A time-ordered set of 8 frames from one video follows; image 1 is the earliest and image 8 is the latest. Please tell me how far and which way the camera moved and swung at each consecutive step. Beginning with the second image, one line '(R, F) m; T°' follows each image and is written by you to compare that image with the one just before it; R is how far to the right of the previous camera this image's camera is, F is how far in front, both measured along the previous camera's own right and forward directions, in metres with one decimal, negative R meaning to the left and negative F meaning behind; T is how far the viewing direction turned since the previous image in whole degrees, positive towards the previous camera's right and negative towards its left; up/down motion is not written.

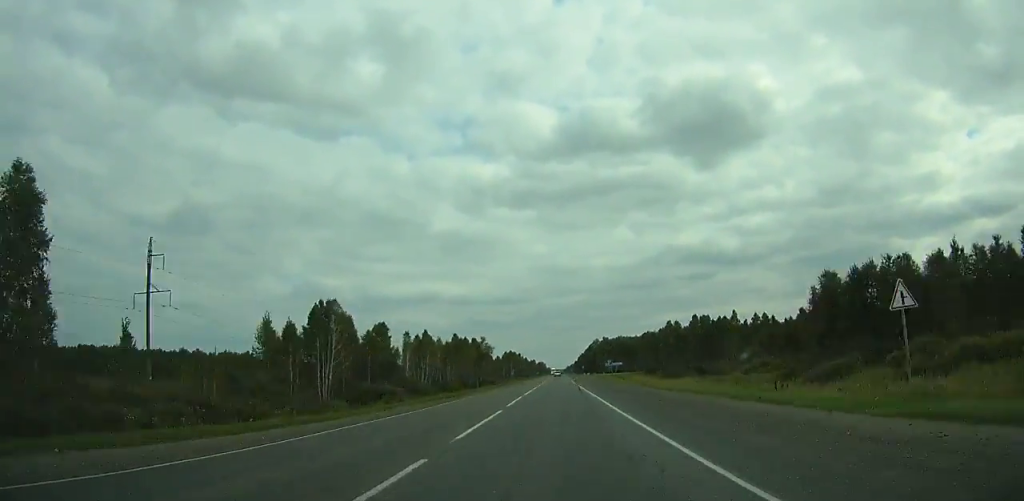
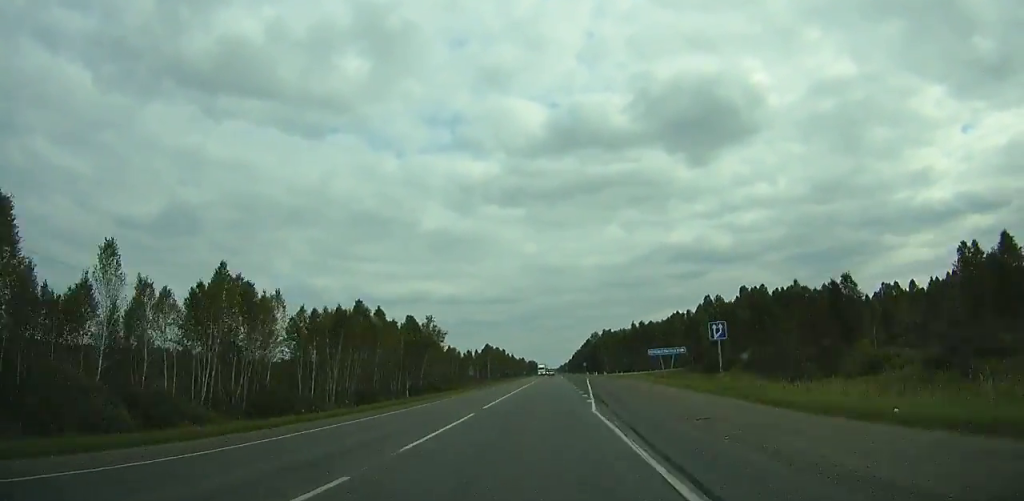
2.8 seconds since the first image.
(+0.2, +61.9) m; 0°
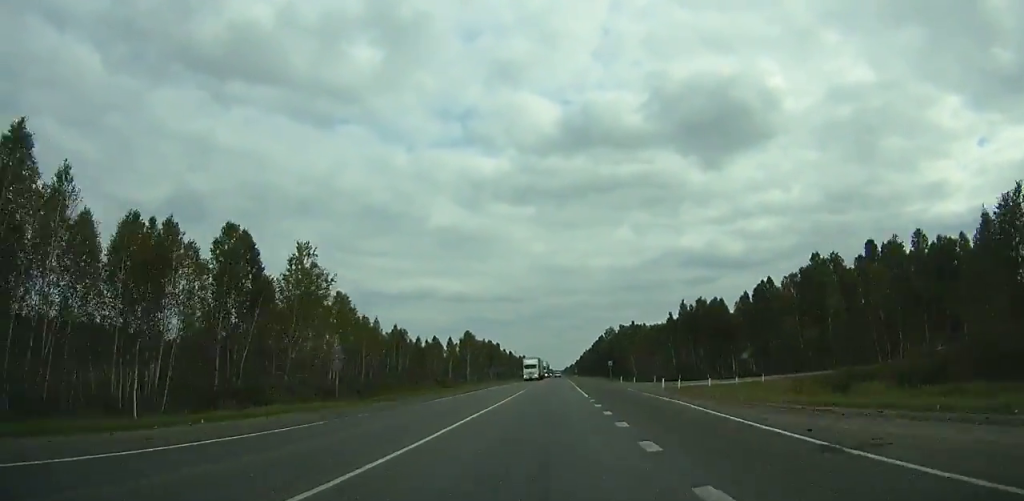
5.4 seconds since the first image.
(+0.1, +57.2) m; 0°
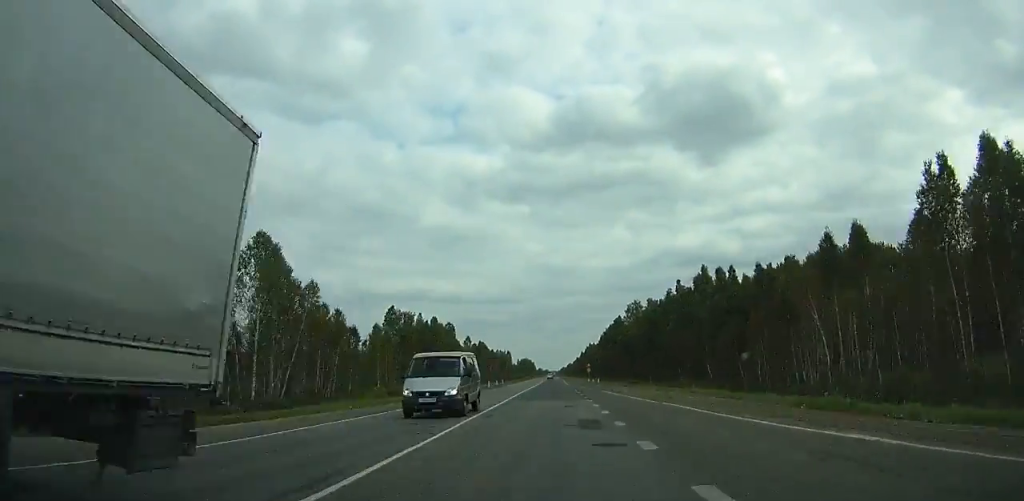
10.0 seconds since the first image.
(+0.1, +101.7) m; 0°
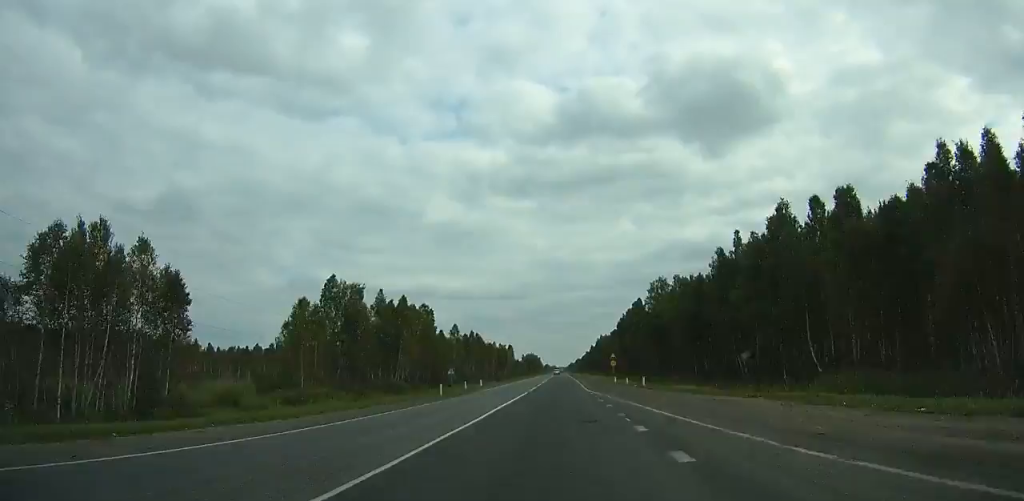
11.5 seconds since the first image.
(0.0, +33.4) m; 0°
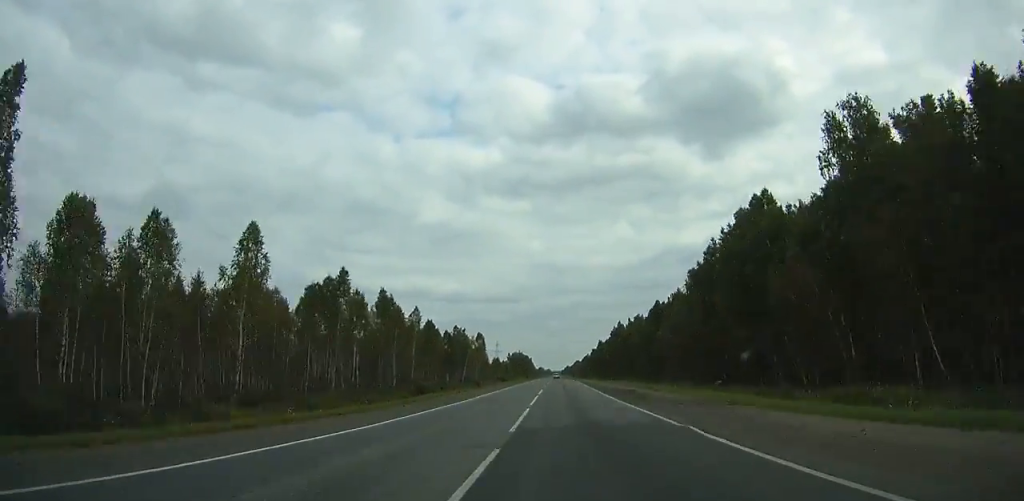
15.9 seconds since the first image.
(-0.8, +98.8) m; 0°
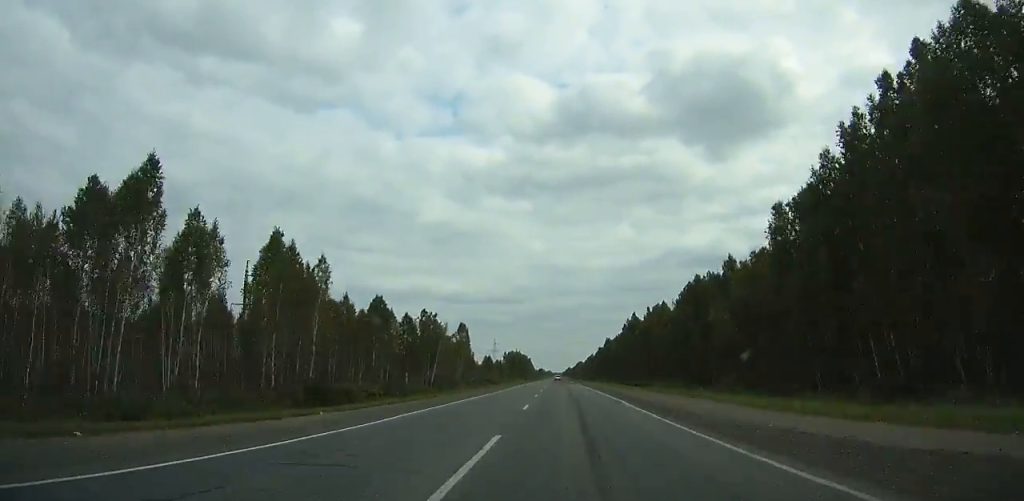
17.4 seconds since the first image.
(0.0, +34.1) m; 0°
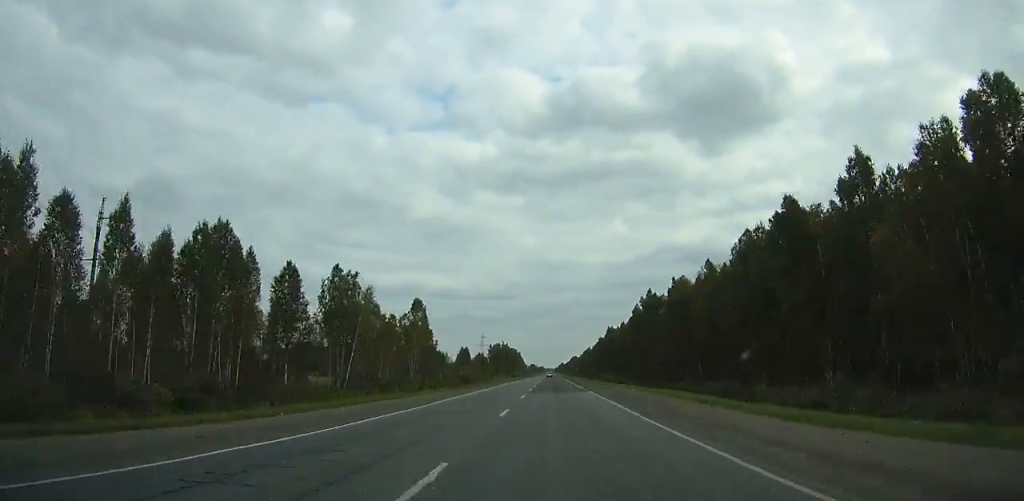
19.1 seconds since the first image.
(+0.2, +38.9) m; 0°
